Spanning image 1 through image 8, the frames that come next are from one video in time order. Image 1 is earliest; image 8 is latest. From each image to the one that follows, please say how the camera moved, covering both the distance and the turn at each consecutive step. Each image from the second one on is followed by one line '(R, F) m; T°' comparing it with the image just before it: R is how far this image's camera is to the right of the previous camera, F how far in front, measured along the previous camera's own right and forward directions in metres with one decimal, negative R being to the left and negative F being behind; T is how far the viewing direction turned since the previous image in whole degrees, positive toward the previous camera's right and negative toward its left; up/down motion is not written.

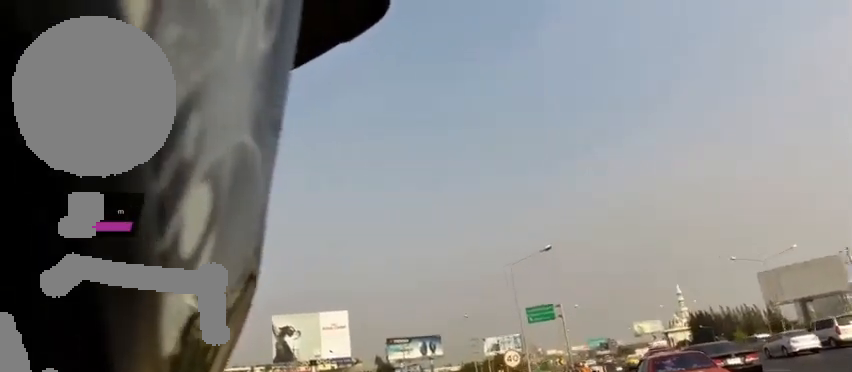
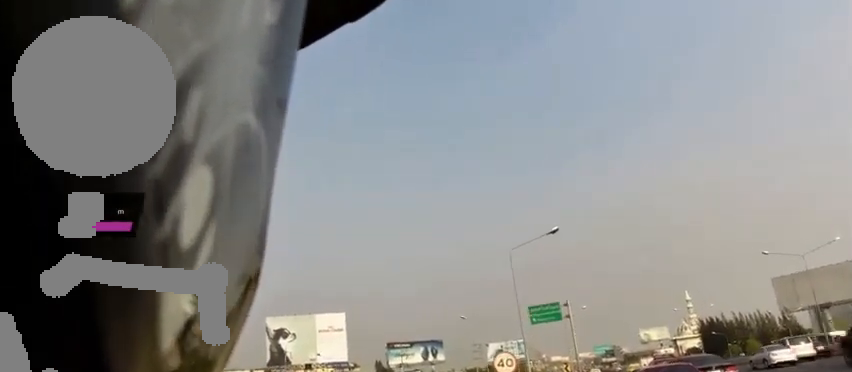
(+0.4, +7.5) m; -3°
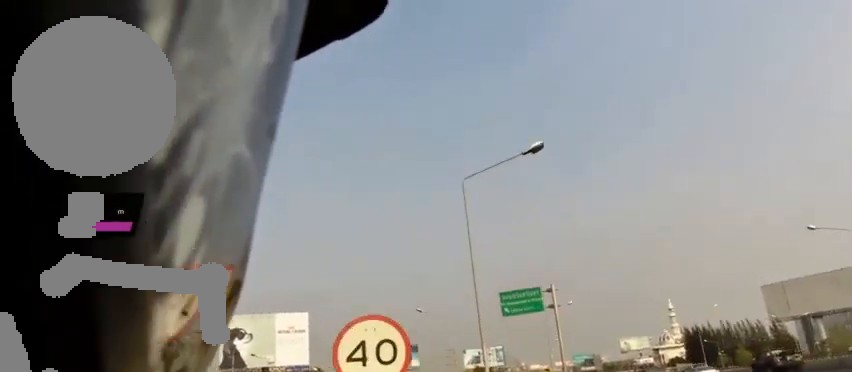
(-1.5, +14.3) m; -1°
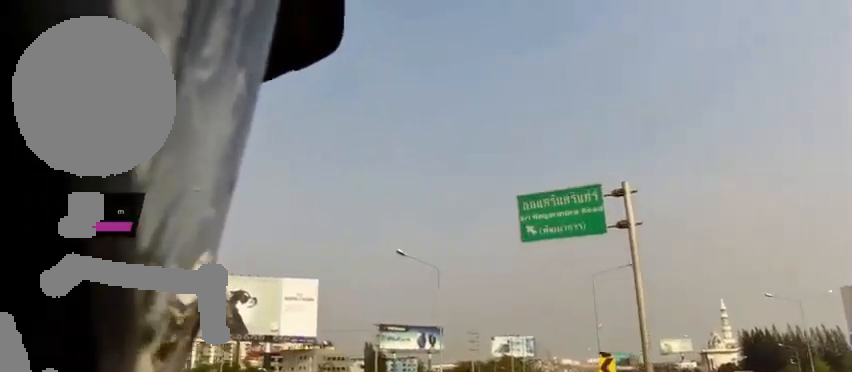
(+3.1, +20.2) m; +3°
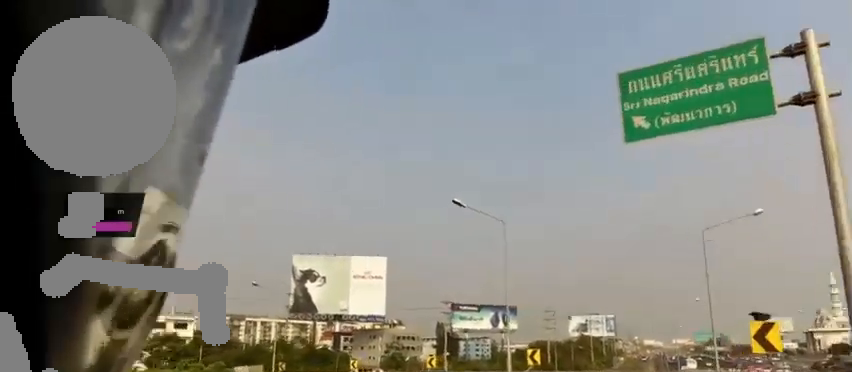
(-1.0, +6.8) m; -7°
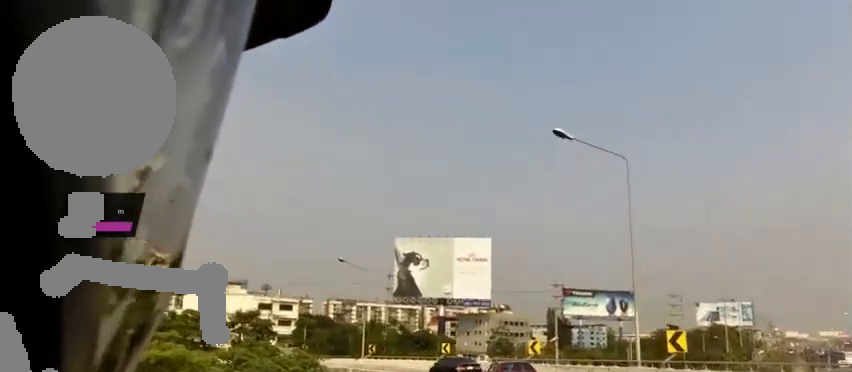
(-0.4, +6.6) m; -3°
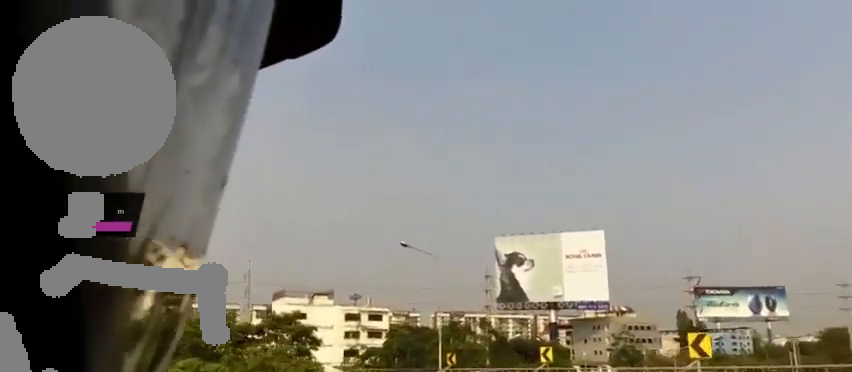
(0.0, +12.1) m; -7°
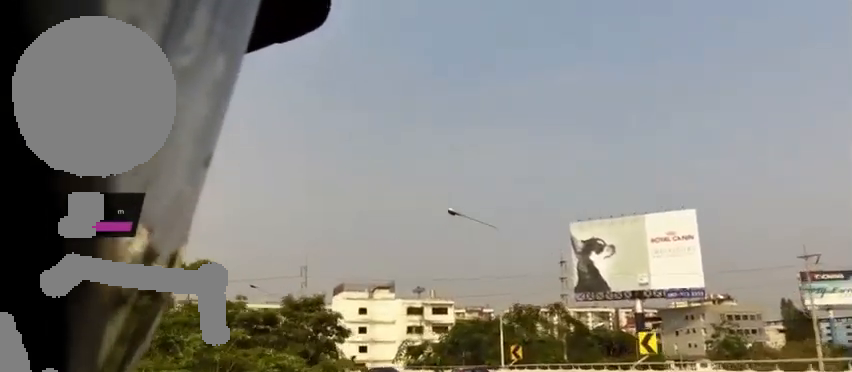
(-0.8, +6.9) m; -15°
